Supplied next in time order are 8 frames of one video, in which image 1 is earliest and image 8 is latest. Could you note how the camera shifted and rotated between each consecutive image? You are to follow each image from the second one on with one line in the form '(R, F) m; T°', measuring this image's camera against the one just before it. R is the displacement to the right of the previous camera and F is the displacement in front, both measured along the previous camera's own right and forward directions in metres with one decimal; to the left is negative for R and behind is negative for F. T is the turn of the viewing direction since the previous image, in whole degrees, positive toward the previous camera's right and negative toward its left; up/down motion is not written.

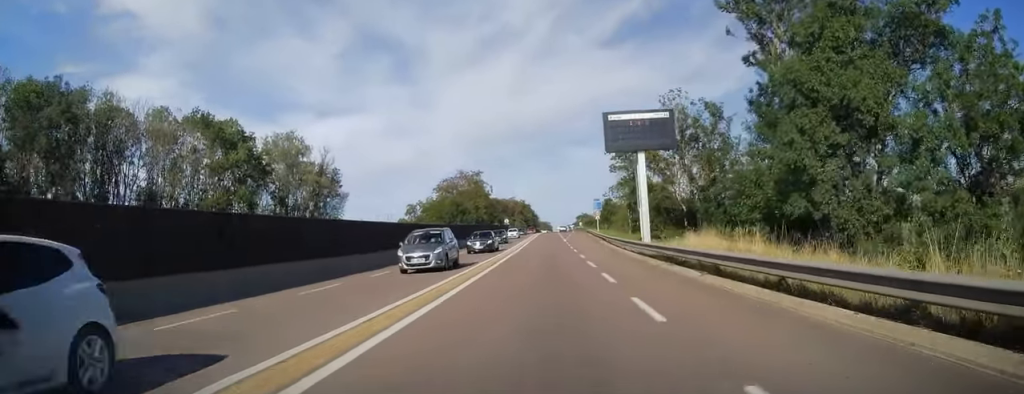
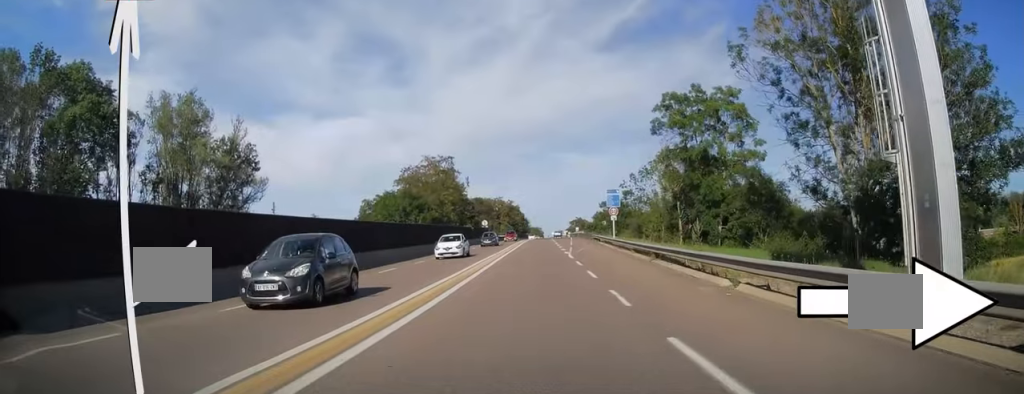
(+0.9, +30.0) m; +3°
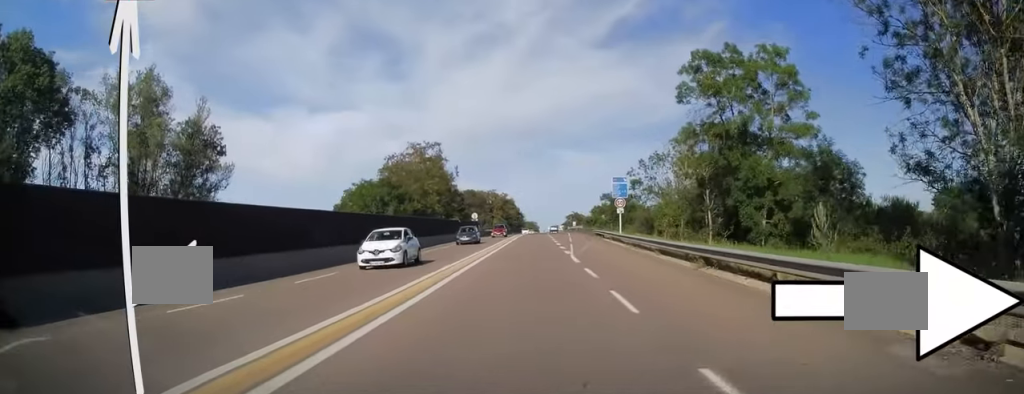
(+0.1, +8.5) m; 0°
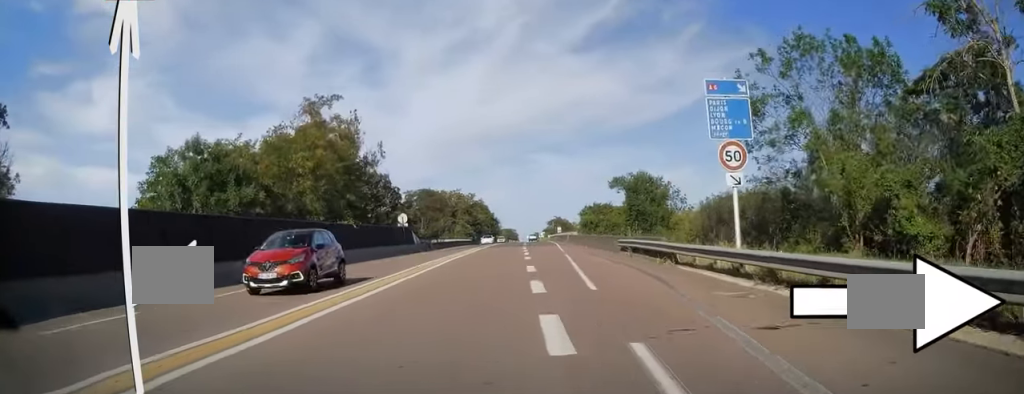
(-0.1, +35.2) m; +1°
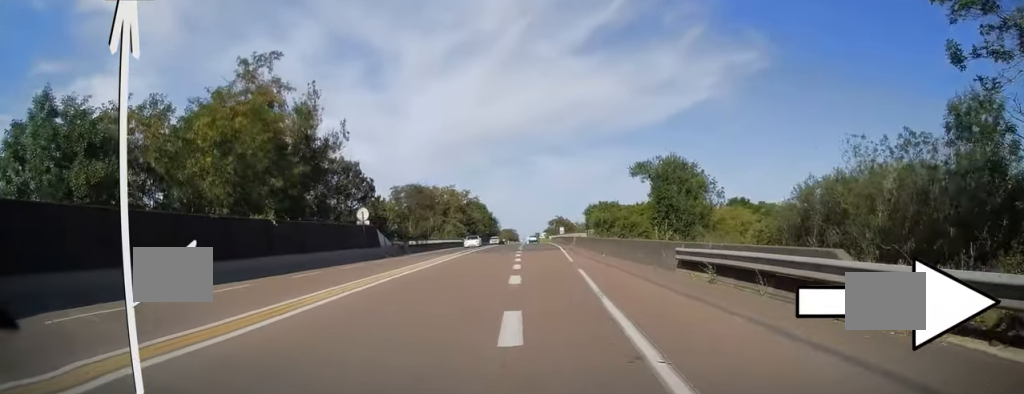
(+0.2, +12.3) m; +1°
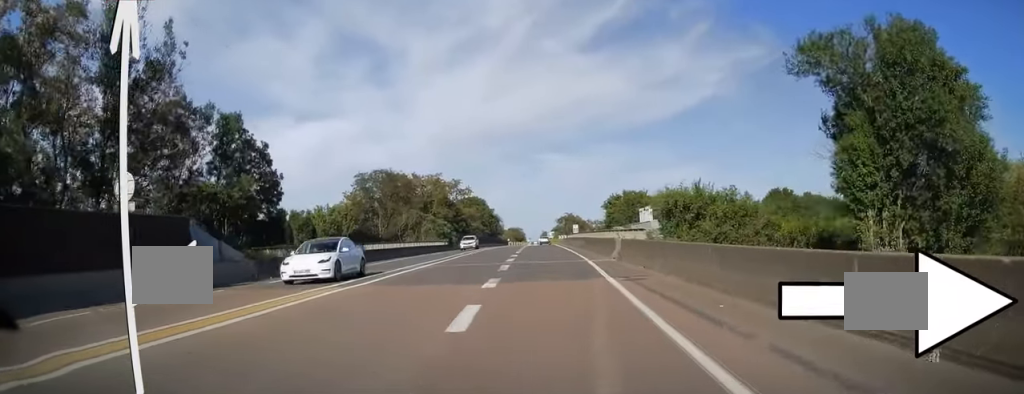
(+0.1, +26.4) m; -2°
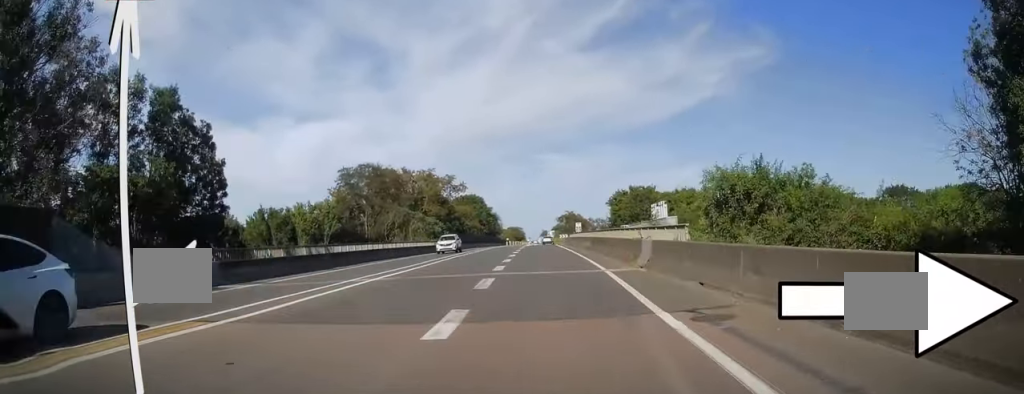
(-0.1, +7.1) m; 0°
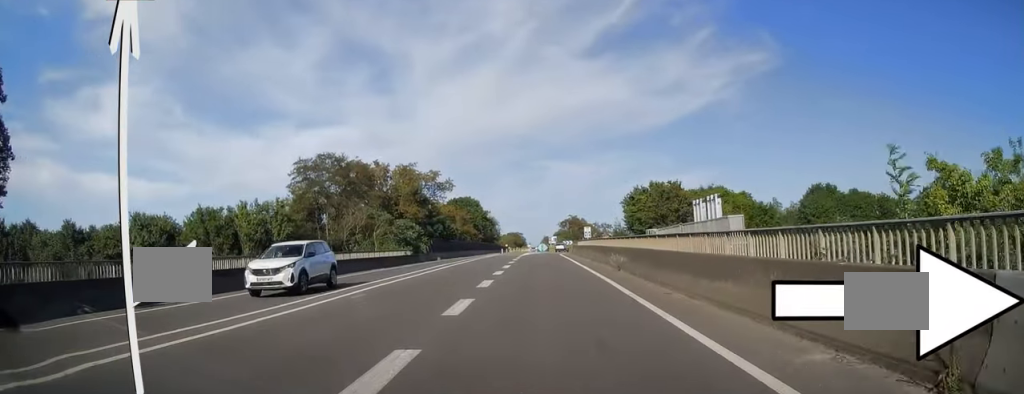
(-0.3, +15.9) m; 0°
